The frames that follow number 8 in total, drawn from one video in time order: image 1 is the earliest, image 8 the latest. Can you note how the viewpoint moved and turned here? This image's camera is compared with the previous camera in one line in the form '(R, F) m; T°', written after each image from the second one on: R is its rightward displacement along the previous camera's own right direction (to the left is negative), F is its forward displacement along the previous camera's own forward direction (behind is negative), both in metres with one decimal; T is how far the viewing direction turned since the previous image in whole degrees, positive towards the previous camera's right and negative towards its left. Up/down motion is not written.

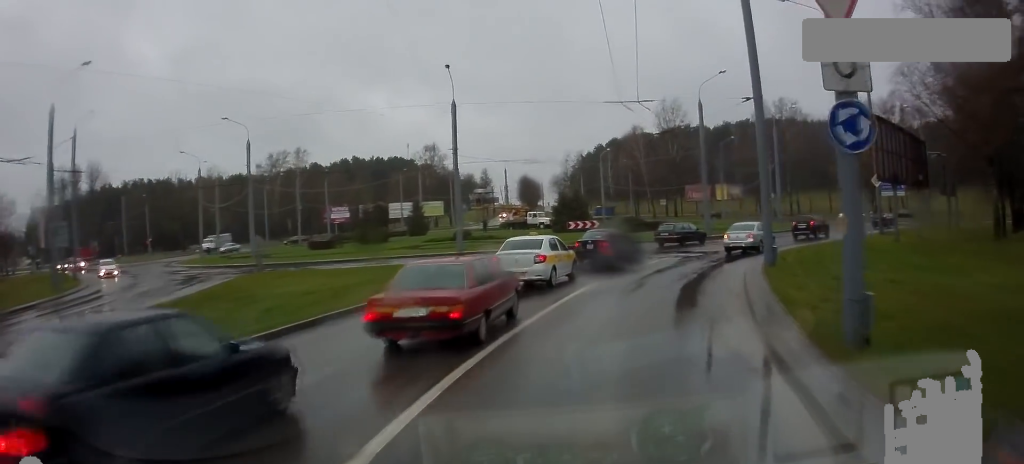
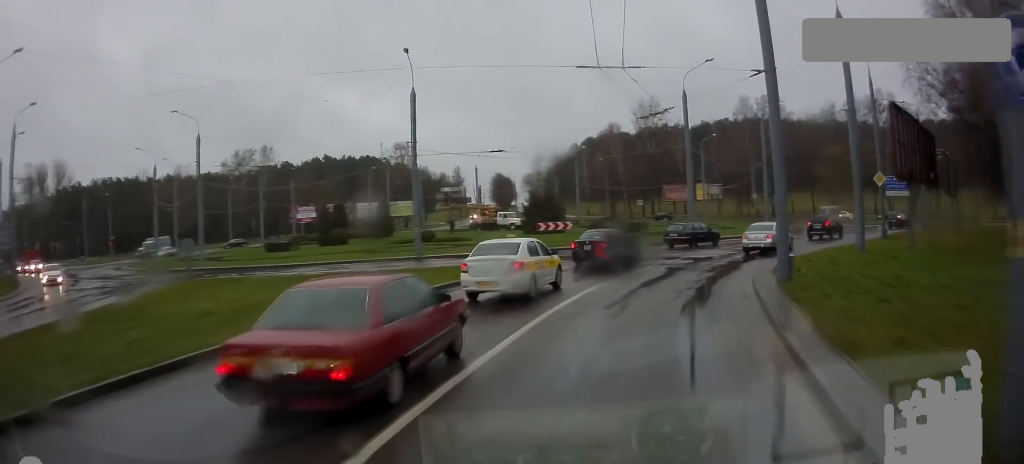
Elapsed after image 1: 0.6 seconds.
(-0.1, +4.6) m; +1°
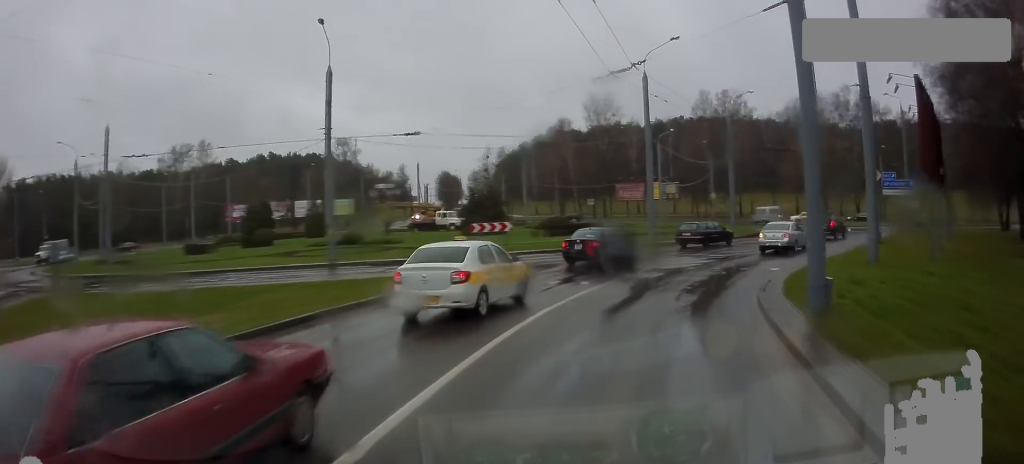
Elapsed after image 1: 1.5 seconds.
(+0.1, +6.5) m; +4°
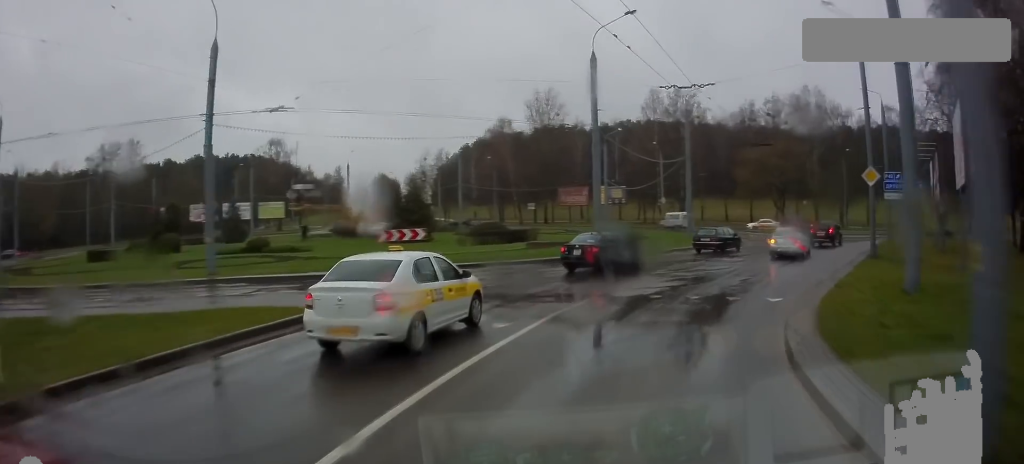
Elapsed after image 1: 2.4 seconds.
(+0.5, +6.9) m; +7°
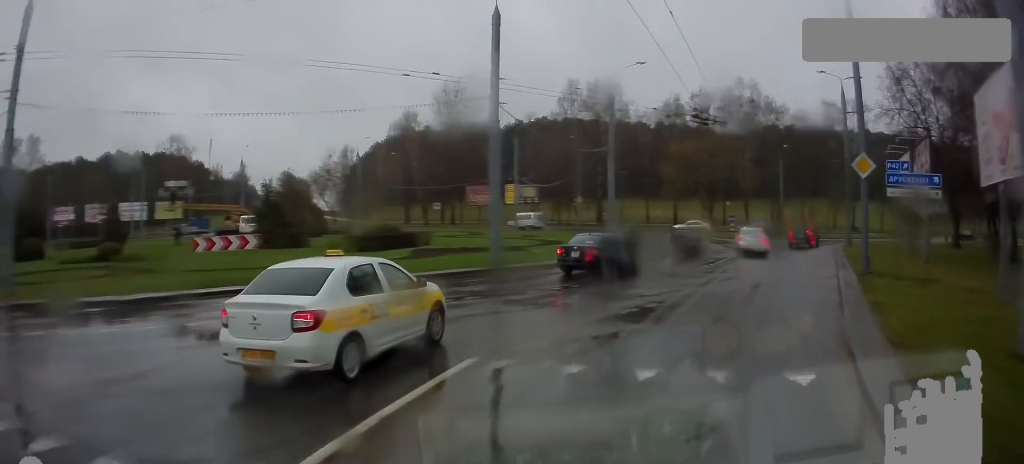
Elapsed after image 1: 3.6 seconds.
(+0.5, +8.1) m; +5°
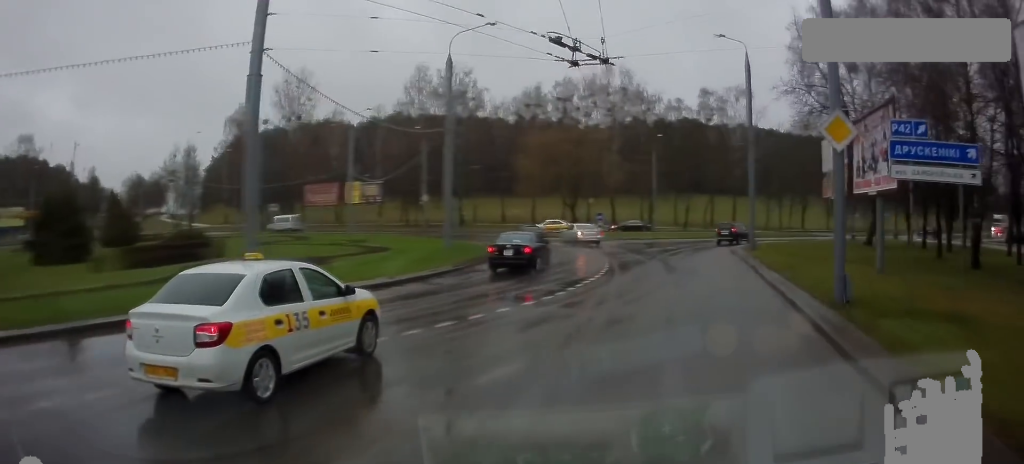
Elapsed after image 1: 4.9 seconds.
(+0.5, +8.8) m; +9°
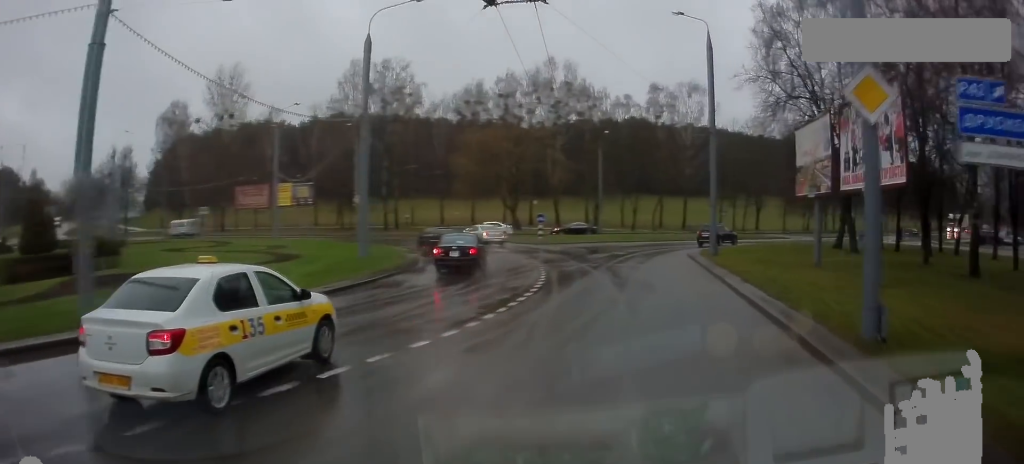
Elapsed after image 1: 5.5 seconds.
(+0.2, +4.1) m; +4°
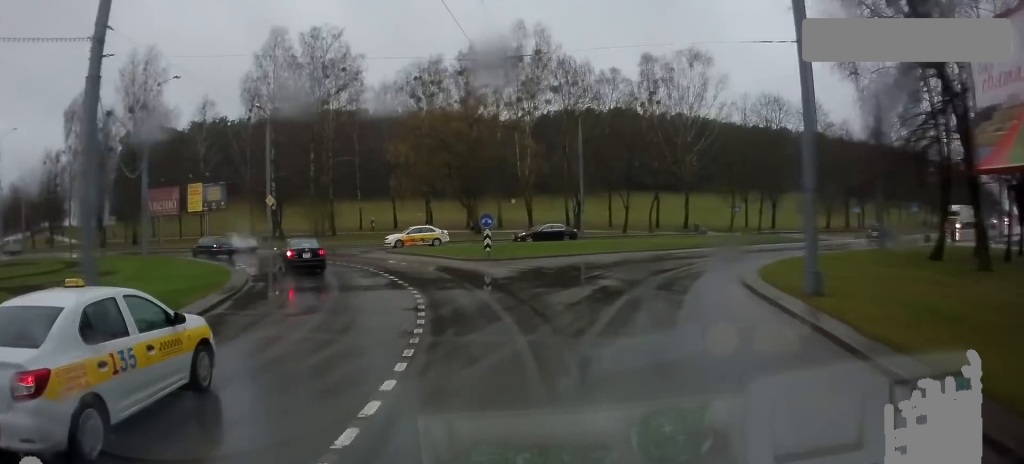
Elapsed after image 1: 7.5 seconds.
(+1.5, +15.0) m; +11°
